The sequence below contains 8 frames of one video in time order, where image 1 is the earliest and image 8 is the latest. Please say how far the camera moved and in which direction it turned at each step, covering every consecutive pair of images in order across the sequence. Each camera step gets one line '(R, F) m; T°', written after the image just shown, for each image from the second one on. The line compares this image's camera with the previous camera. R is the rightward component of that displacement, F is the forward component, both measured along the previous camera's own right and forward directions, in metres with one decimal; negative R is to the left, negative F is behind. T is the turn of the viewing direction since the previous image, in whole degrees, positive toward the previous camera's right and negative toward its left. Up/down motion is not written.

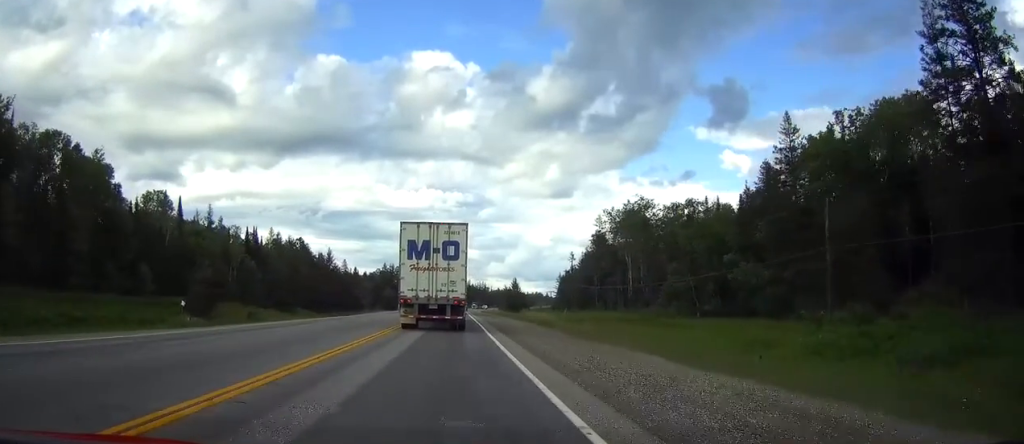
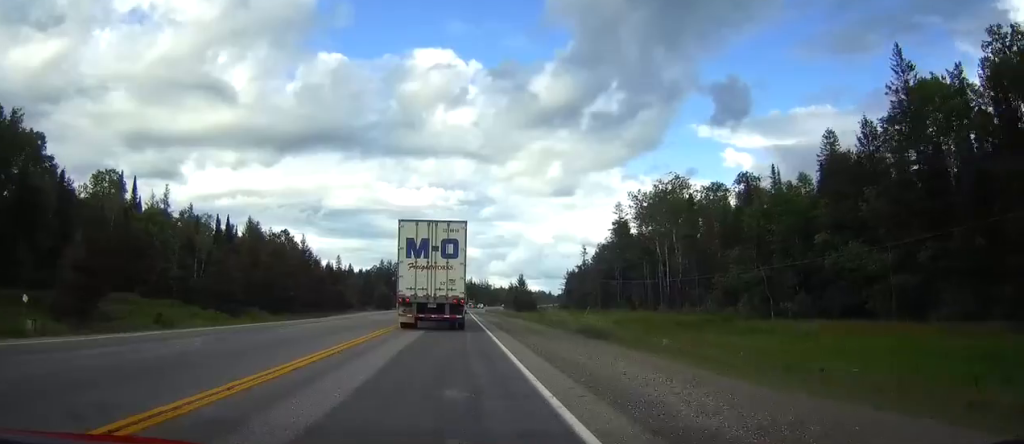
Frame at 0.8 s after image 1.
(+0.1, +18.9) m; 0°
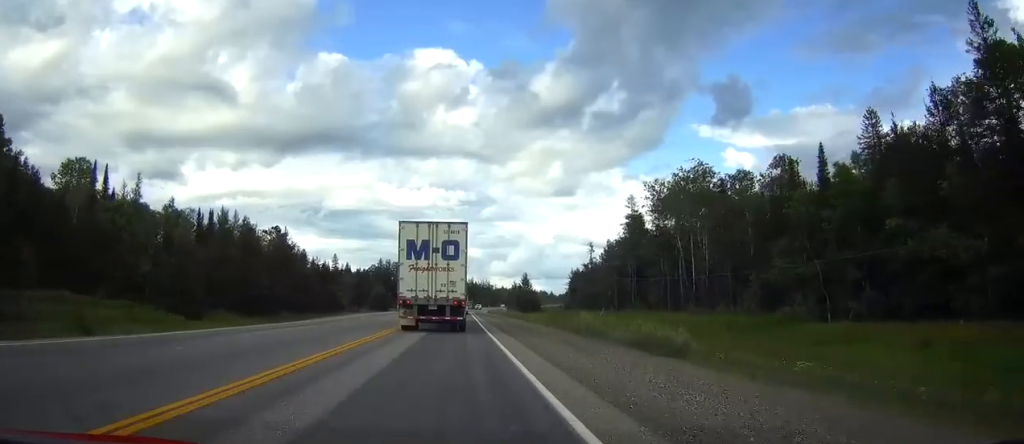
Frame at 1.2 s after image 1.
(0.0, +9.8) m; 0°
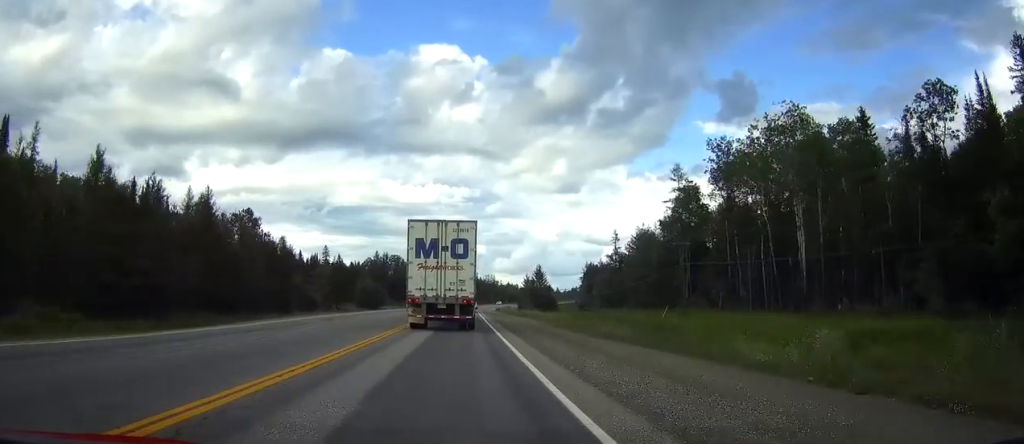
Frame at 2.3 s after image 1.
(-0.1, +26.7) m; 0°
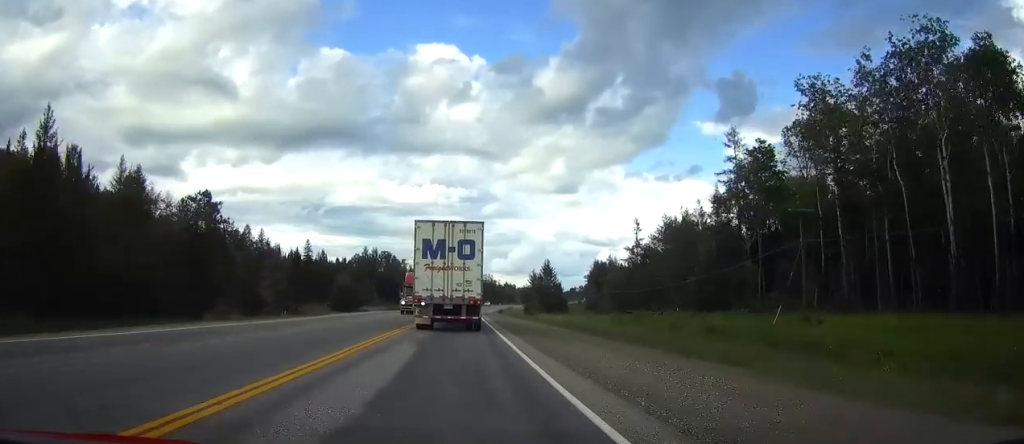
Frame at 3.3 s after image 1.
(0.0, +24.0) m; 0°
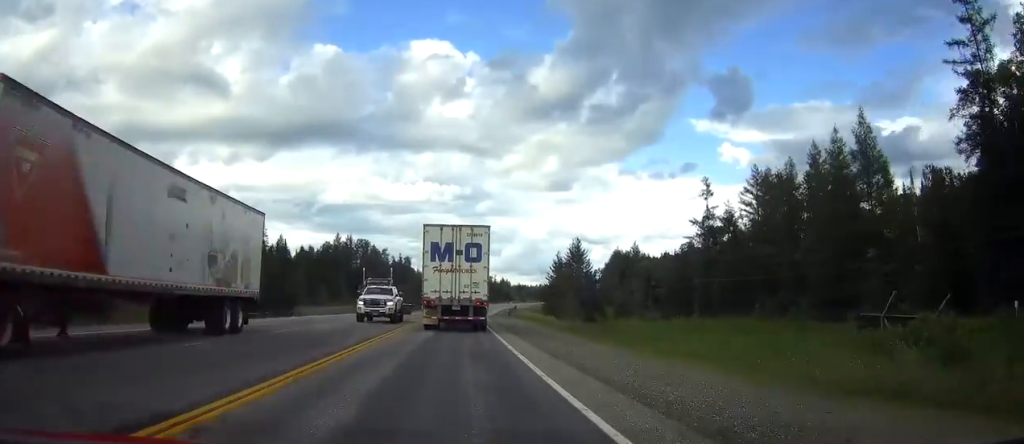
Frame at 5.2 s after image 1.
(+0.3, +46.6) m; +1°
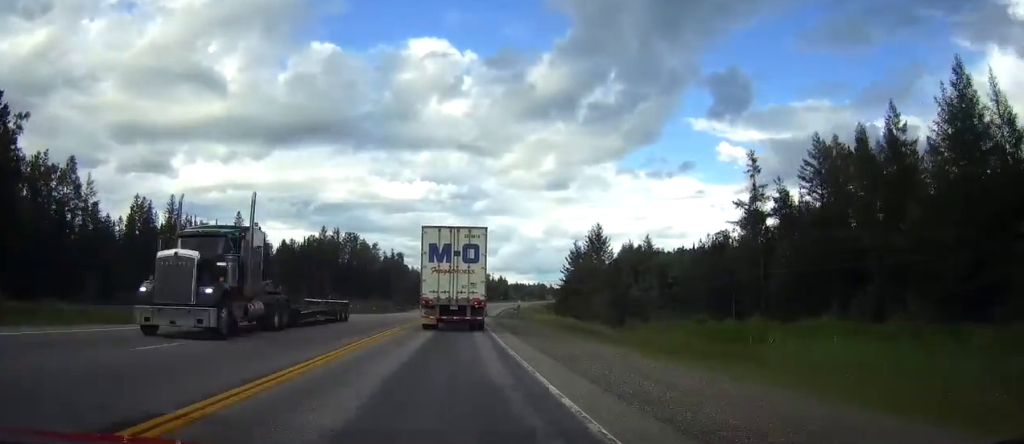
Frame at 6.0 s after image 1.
(+0.1, +18.0) m; 0°
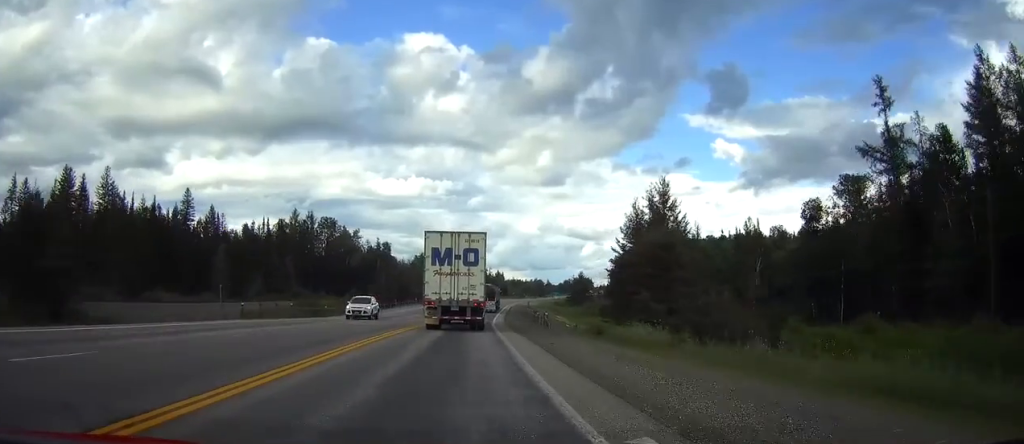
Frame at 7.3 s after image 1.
(-0.1, +30.4) m; 0°
